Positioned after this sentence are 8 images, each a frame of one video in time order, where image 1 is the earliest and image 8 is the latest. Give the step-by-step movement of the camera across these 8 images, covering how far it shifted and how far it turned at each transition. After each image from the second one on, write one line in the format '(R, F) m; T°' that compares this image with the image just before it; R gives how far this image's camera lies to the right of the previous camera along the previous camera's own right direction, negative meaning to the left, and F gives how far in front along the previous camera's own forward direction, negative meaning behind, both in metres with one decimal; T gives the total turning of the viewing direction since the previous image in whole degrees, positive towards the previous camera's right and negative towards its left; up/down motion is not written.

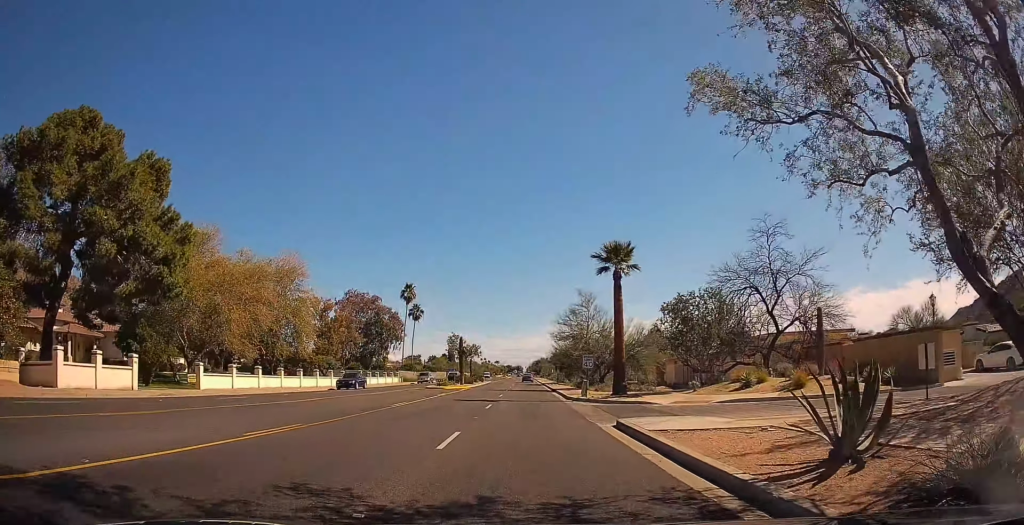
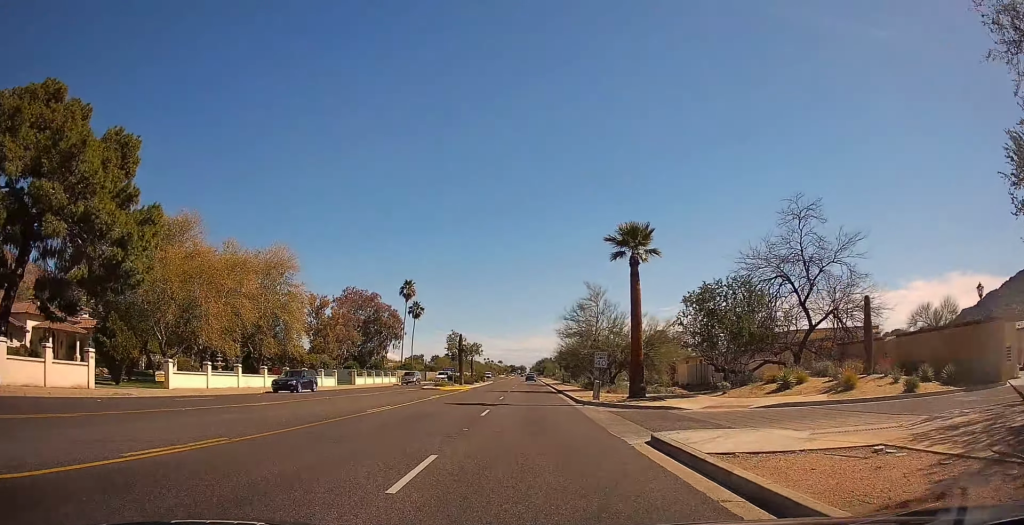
(+0.2, +3.9) m; +3°
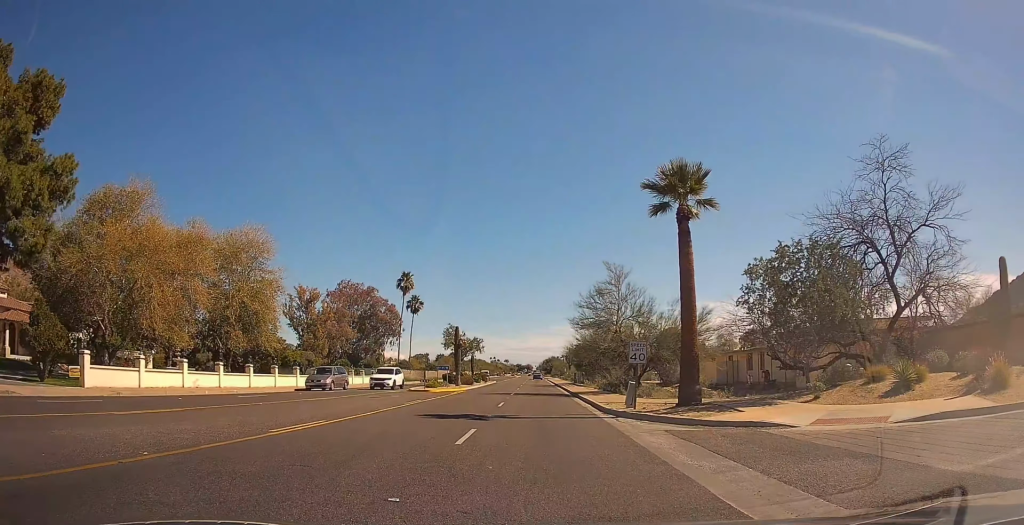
(+0.7, +8.9) m; +6°
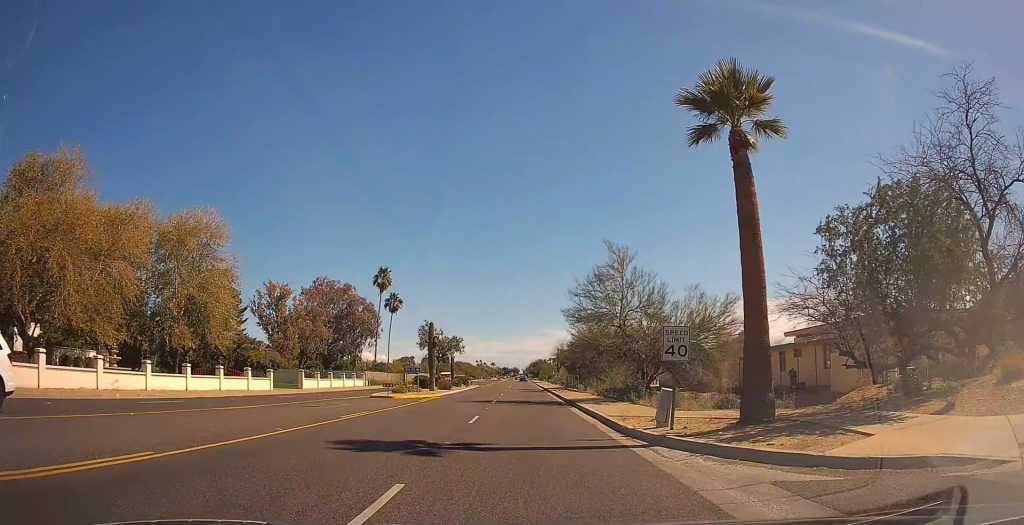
(-0.4, +8.7) m; -2°
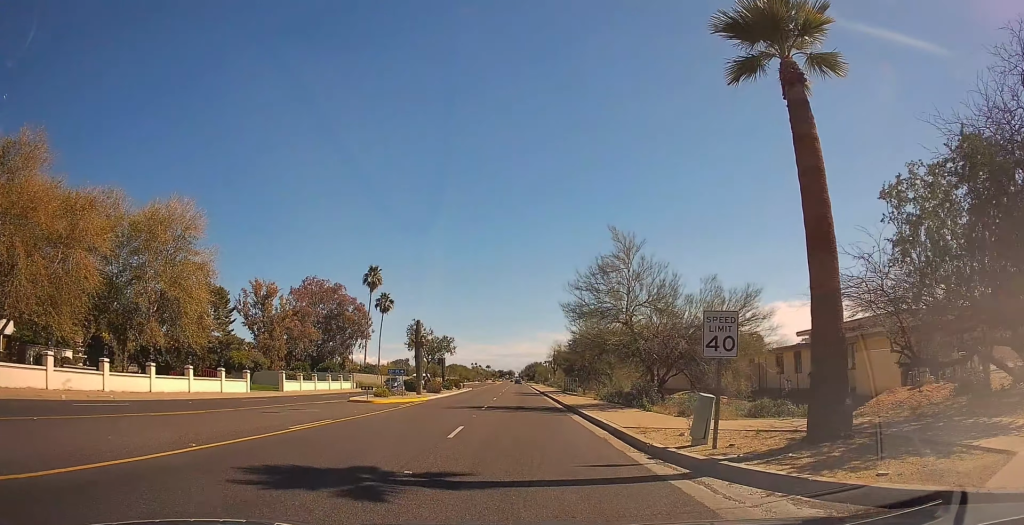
(+0.1, +3.4) m; +2°
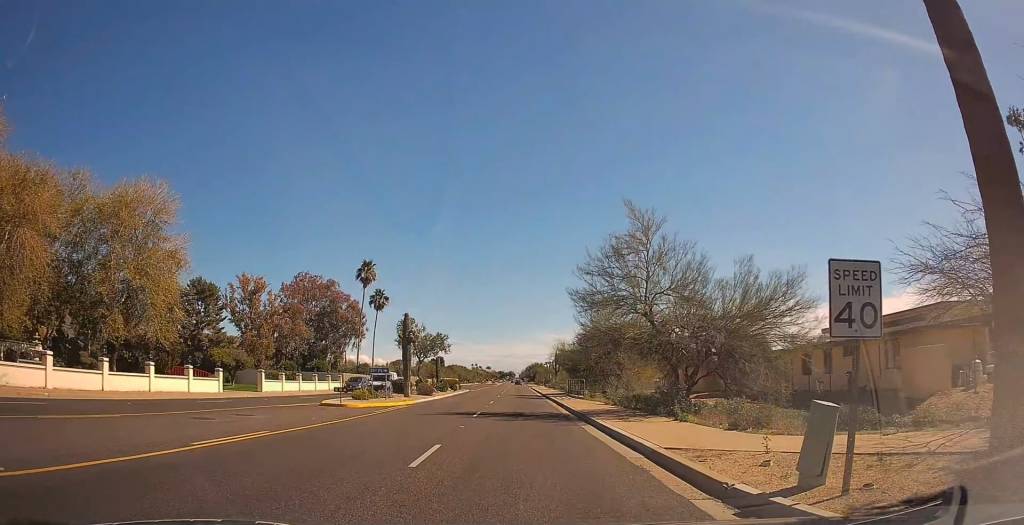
(+0.2, +3.7) m; -2°
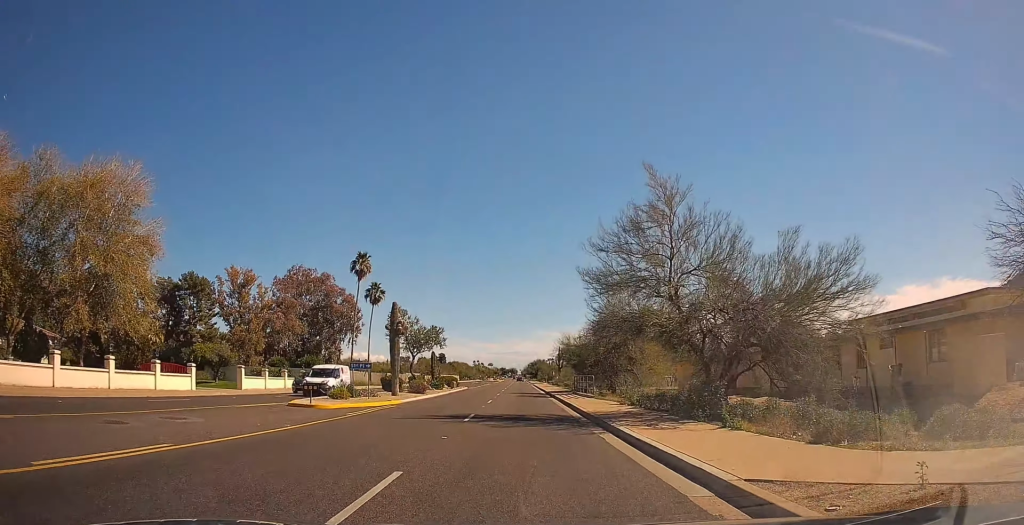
(-0.2, +3.5) m; -2°
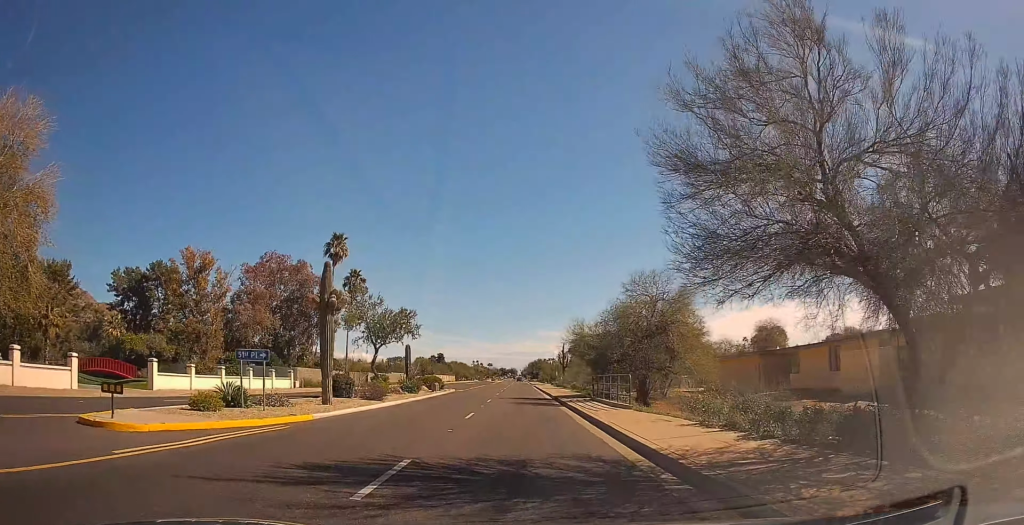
(-0.3, +10.3) m; -2°
